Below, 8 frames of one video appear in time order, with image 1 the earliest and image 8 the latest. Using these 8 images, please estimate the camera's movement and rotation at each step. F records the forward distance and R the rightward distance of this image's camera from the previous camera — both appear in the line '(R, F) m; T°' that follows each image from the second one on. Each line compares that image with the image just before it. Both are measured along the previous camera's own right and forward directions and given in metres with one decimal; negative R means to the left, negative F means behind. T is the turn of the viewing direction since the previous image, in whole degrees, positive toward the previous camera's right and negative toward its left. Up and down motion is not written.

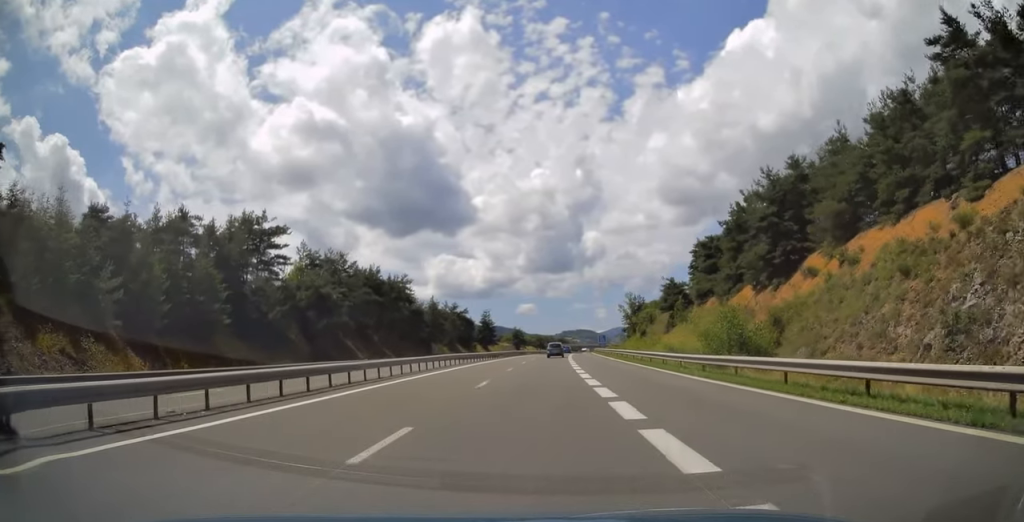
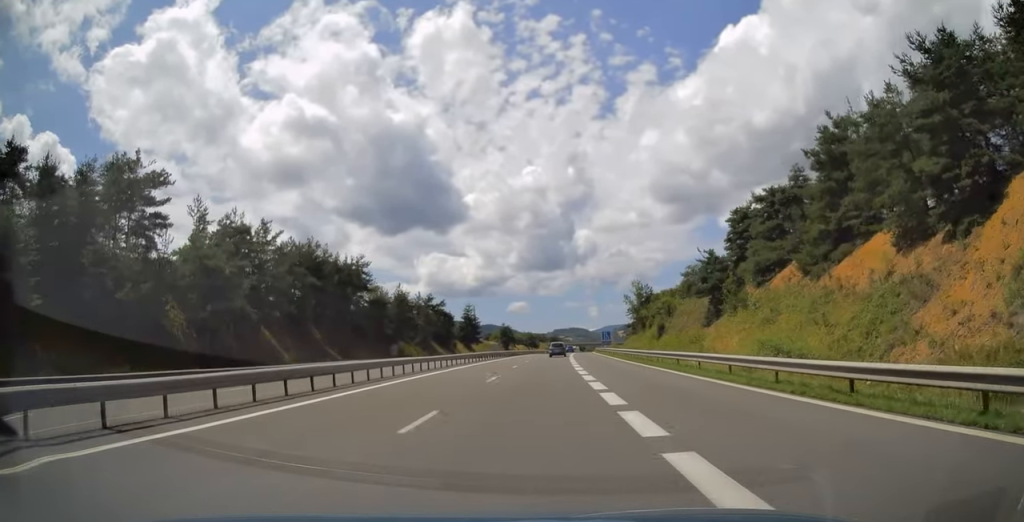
(+0.4, +23.1) m; +1°
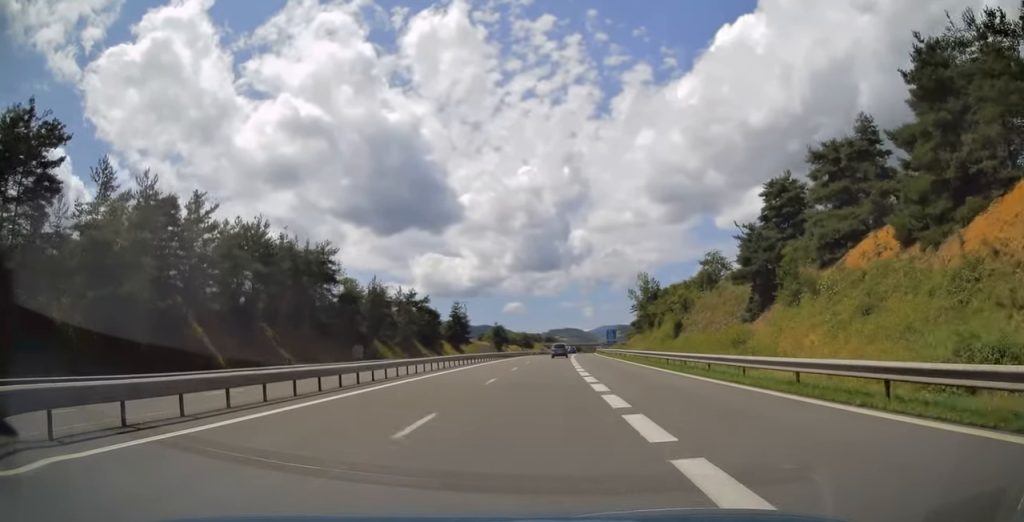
(0.0, +13.0) m; 0°
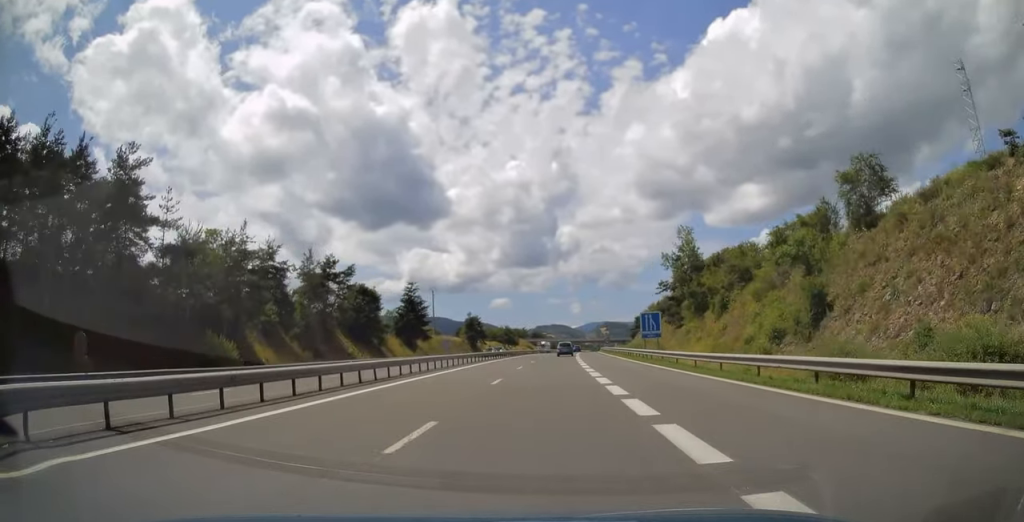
(-0.1, +39.3) m; +1°
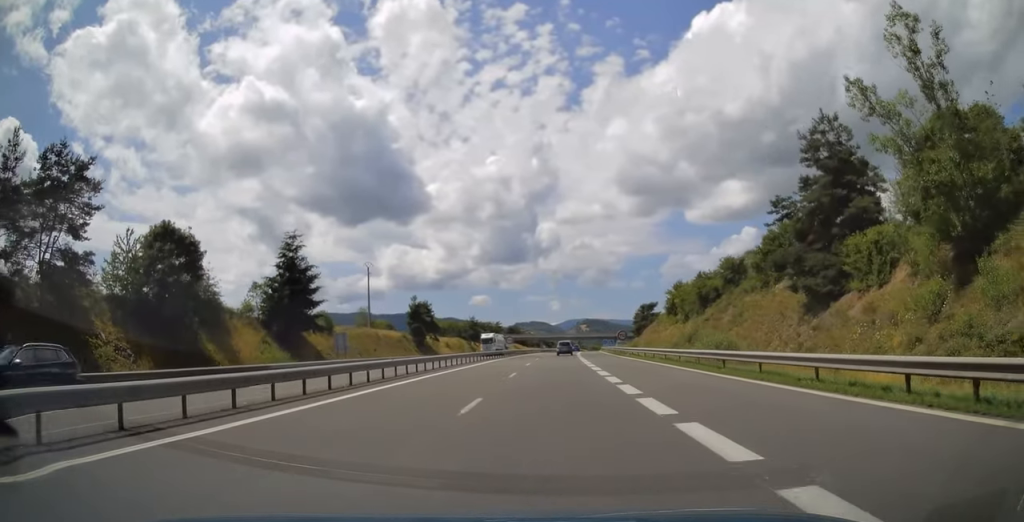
(+1.2, +46.9) m; +2°
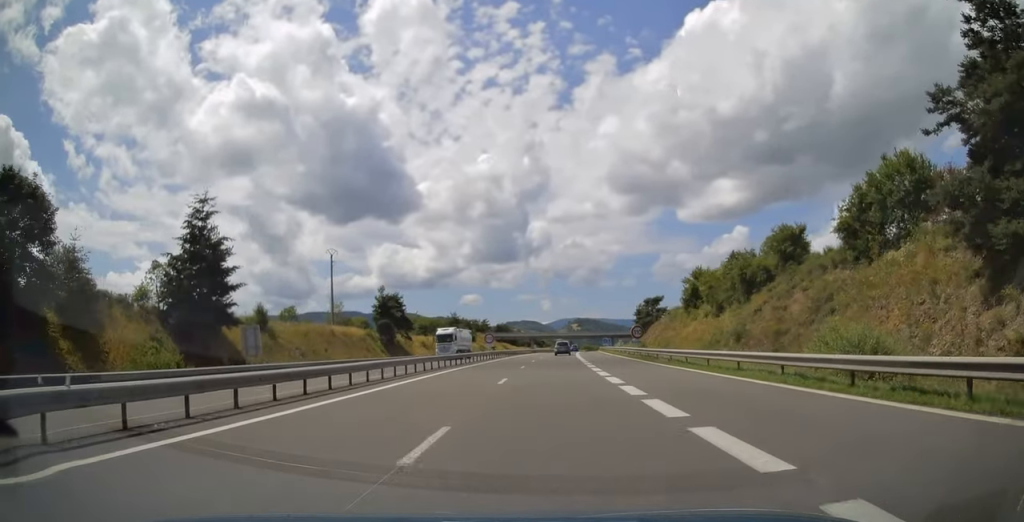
(0.0, +17.9) m; 0°
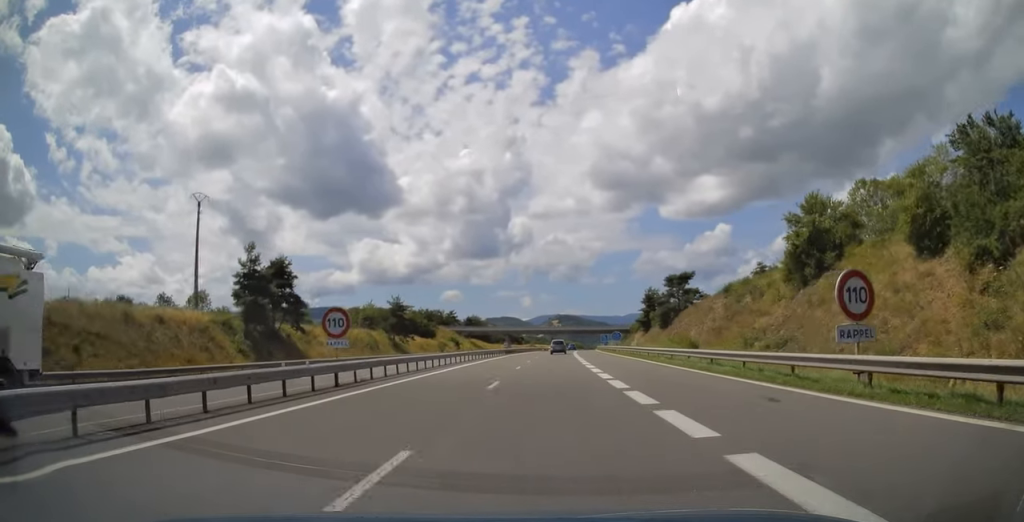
(0.0, +40.9) m; +2°
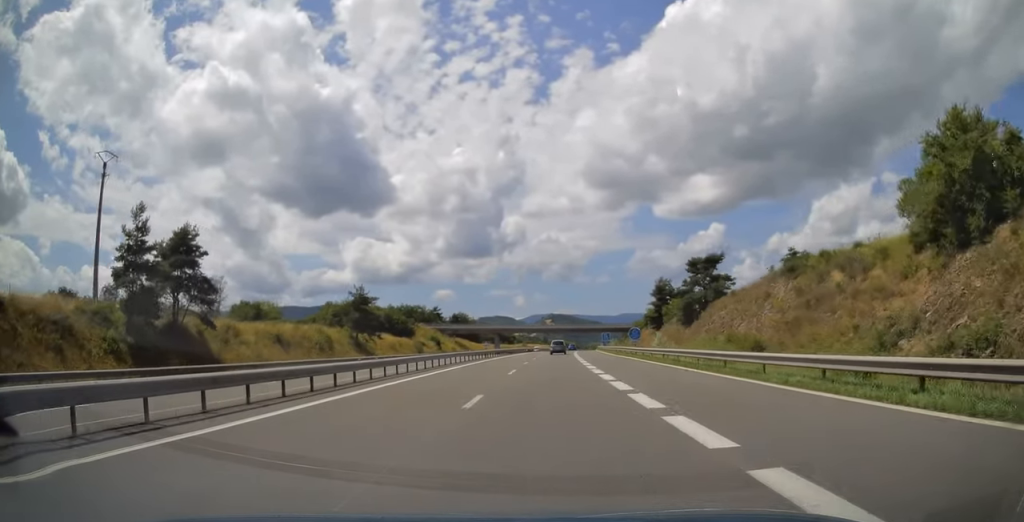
(+0.5, +18.0) m; +1°
